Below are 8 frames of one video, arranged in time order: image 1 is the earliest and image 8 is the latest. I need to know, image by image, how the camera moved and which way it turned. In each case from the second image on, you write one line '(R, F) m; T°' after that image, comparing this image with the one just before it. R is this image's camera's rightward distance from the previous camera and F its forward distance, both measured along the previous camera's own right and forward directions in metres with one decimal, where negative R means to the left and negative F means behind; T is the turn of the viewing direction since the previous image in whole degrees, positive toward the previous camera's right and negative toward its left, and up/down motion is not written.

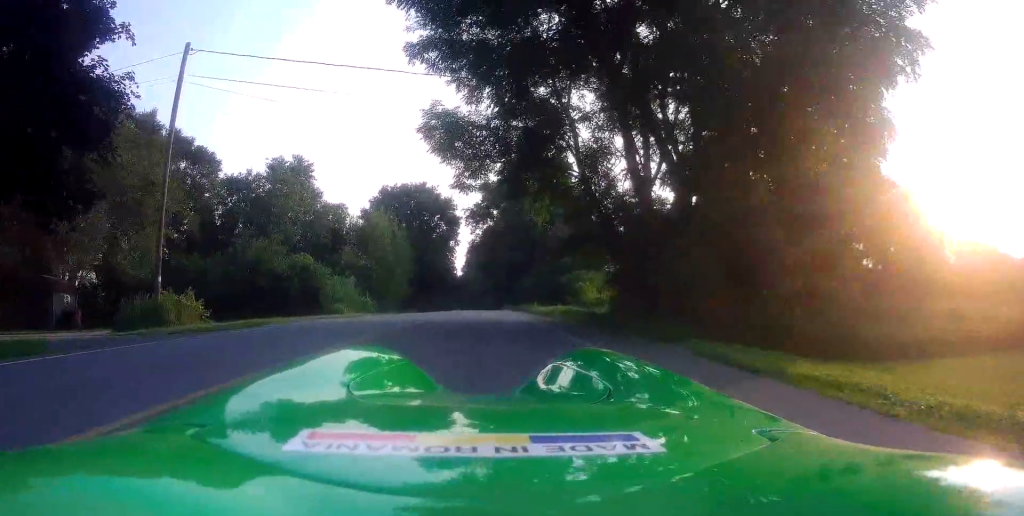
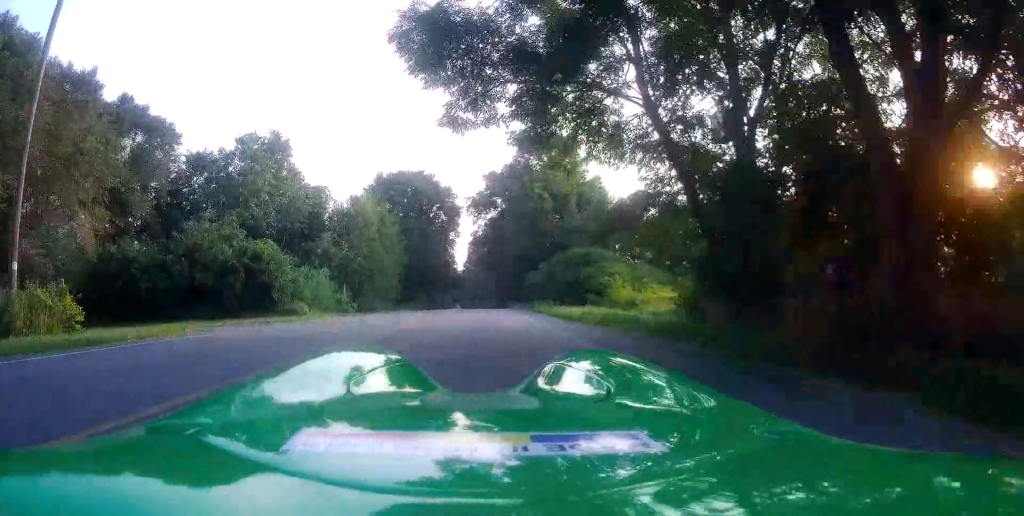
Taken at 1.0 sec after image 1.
(+0.1, +6.5) m; +1°
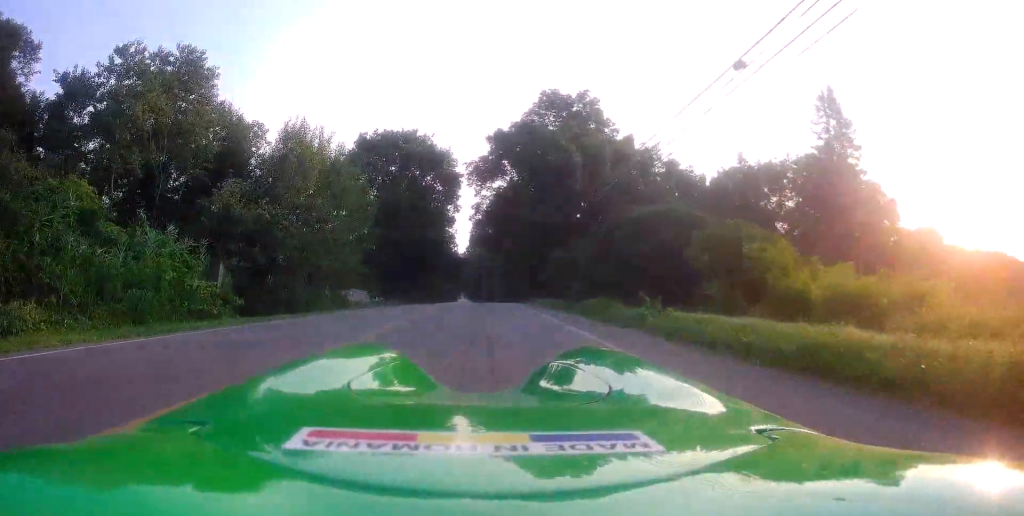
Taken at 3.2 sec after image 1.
(+0.2, +14.1) m; -1°
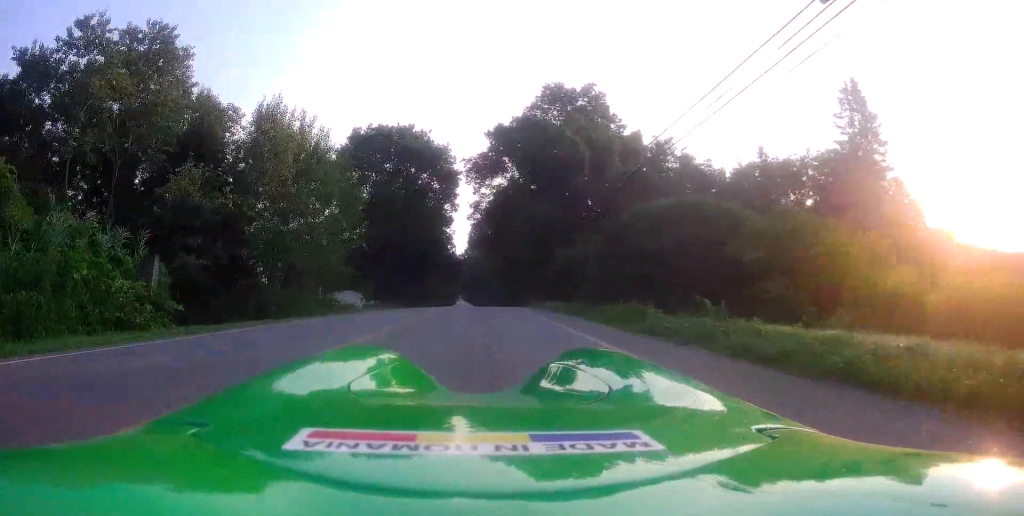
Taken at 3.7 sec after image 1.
(-0.1, +4.1) m; -1°
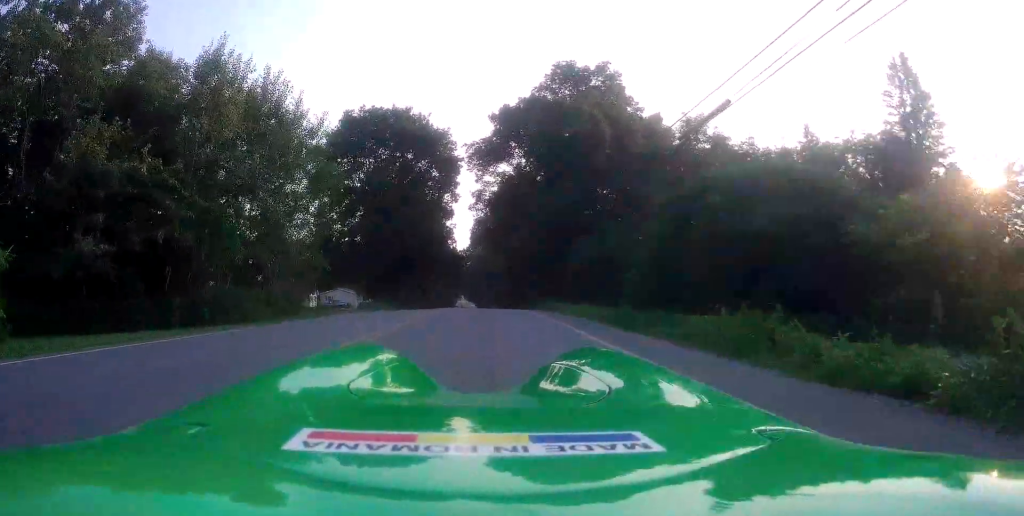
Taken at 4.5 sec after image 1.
(-0.2, +7.5) m; -2°
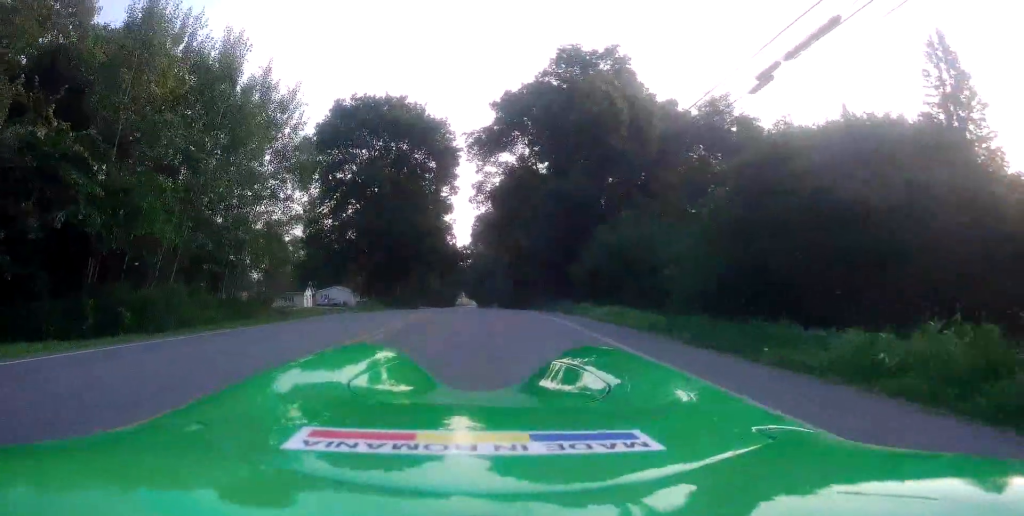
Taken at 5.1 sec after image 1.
(-0.1, +5.8) m; -1°
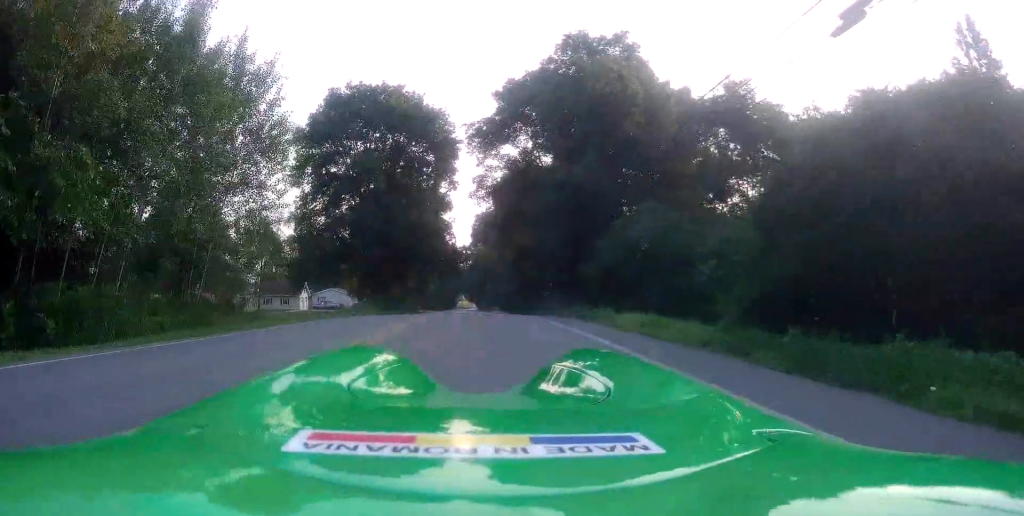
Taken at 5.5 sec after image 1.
(0.0, +3.4) m; 0°
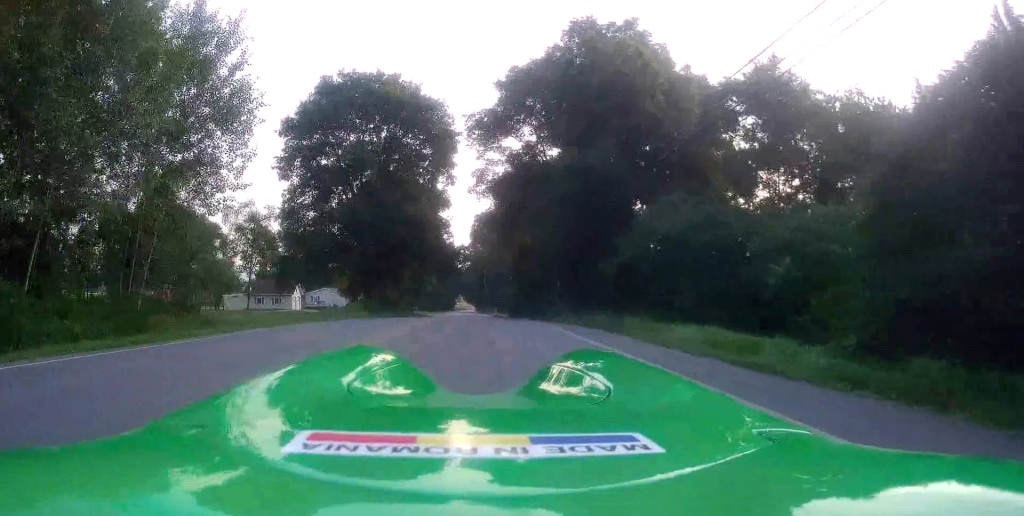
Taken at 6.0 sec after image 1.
(0.0, +3.7) m; +1°
